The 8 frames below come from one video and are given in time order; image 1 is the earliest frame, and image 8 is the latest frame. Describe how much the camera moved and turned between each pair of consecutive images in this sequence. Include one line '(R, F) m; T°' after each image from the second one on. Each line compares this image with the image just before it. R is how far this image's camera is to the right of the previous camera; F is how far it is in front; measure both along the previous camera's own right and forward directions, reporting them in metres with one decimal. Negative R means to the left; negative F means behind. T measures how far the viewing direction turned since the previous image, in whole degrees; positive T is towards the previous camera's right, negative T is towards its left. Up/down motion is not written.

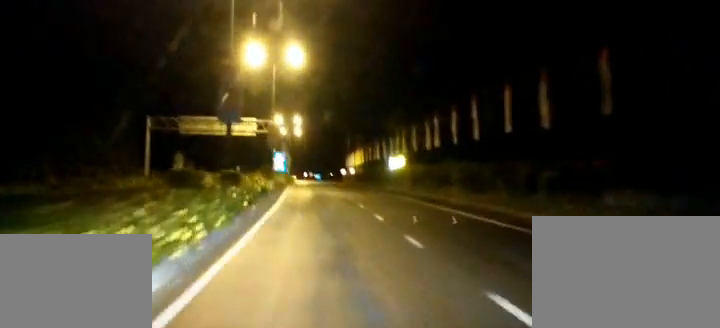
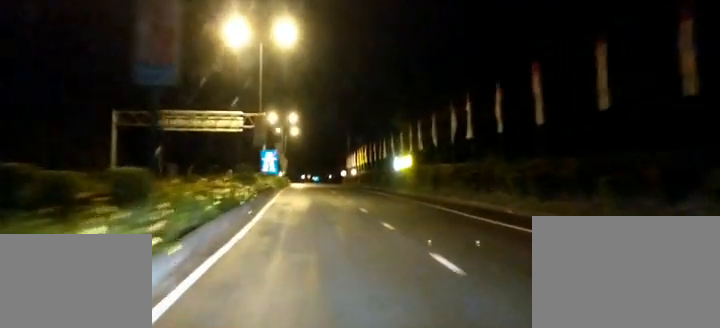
(+0.2, +12.9) m; +2°
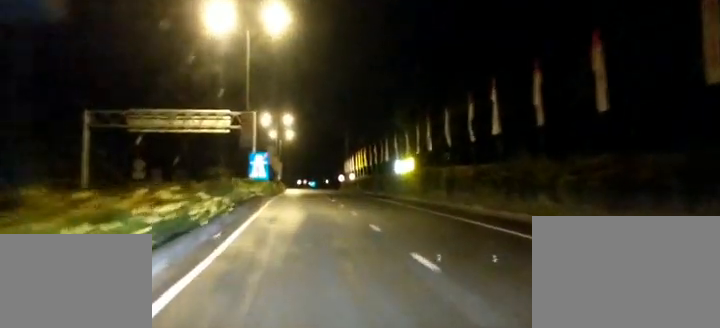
(+0.3, +7.1) m; +1°
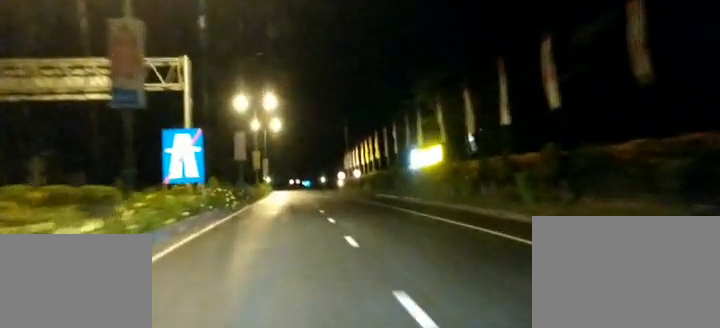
(-0.8, +28.8) m; -3°
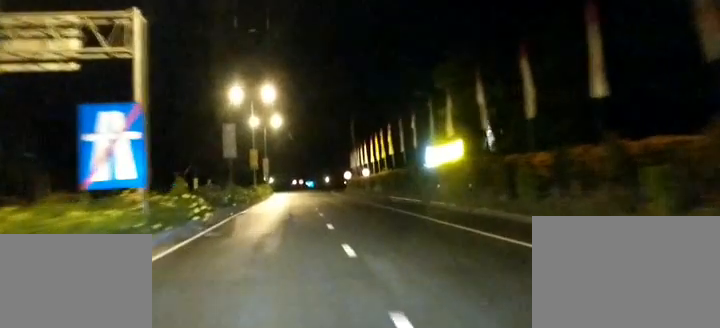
(-0.1, +9.5) m; 0°
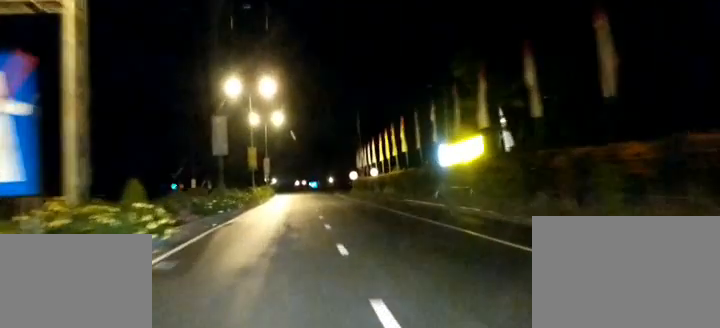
(-0.1, +7.2) m; 0°
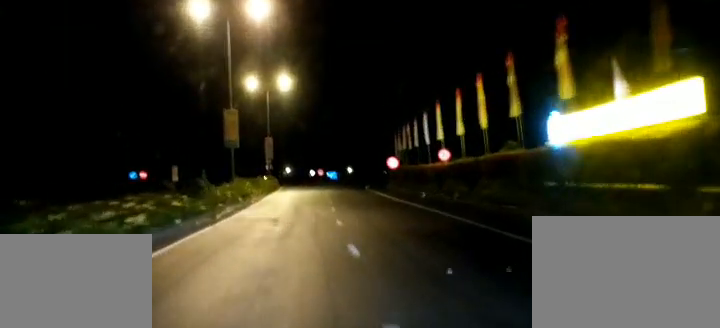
(+0.2, +36.1) m; 0°
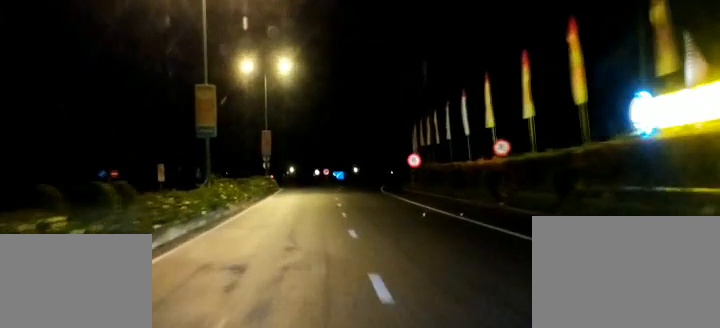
(0.0, +12.7) m; 0°
